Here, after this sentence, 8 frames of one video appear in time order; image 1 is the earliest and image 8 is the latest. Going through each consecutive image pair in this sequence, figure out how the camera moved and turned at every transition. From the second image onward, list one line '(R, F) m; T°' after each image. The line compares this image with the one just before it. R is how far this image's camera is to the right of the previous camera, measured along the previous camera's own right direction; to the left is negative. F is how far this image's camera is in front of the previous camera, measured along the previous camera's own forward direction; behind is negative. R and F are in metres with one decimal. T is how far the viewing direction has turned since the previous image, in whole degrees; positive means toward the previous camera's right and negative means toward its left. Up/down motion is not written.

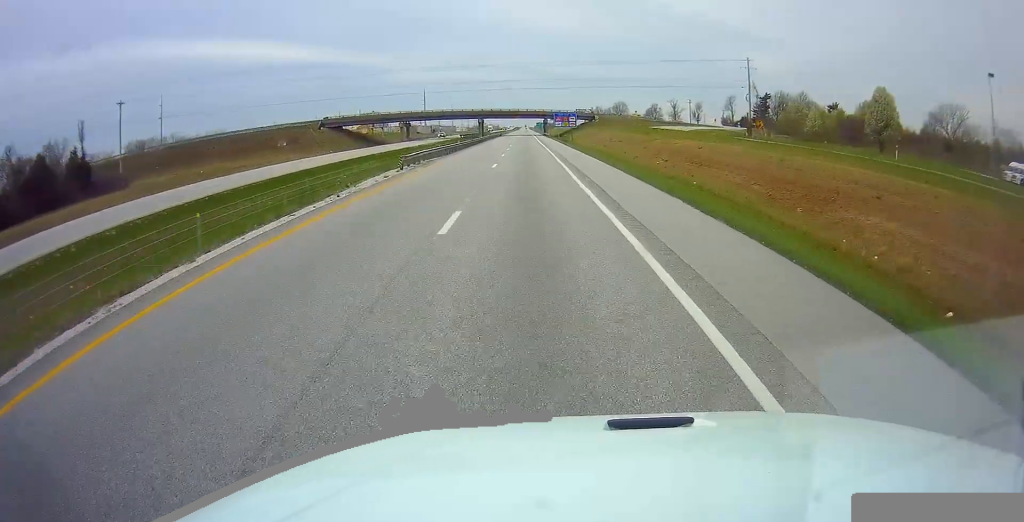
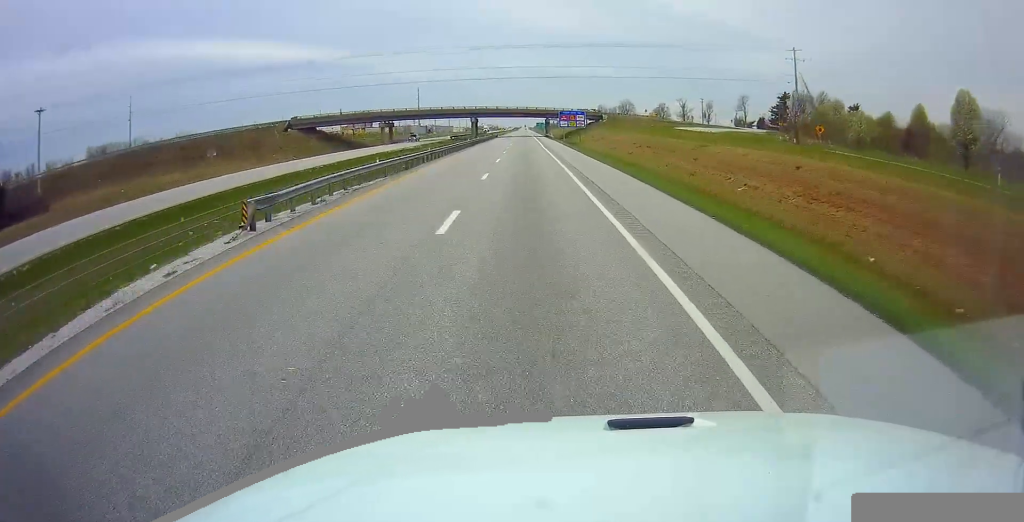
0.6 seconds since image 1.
(-0.2, +18.7) m; 0°
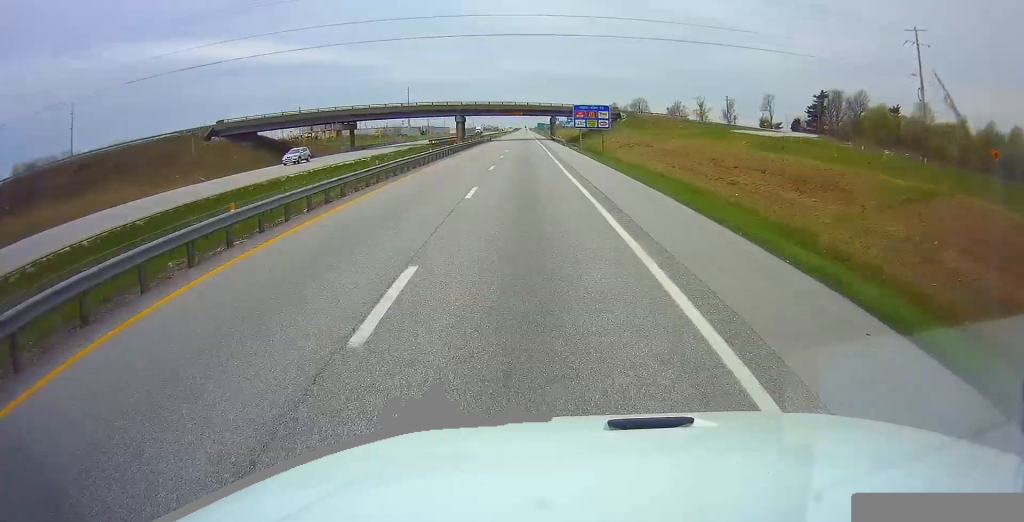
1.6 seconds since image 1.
(0.0, +30.2) m; +1°
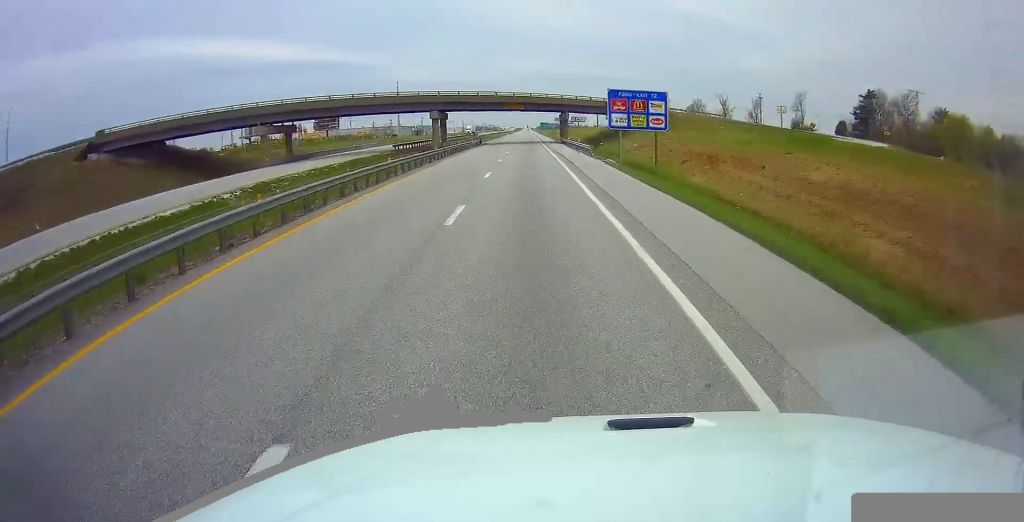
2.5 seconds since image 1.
(+0.5, +29.2) m; 0°
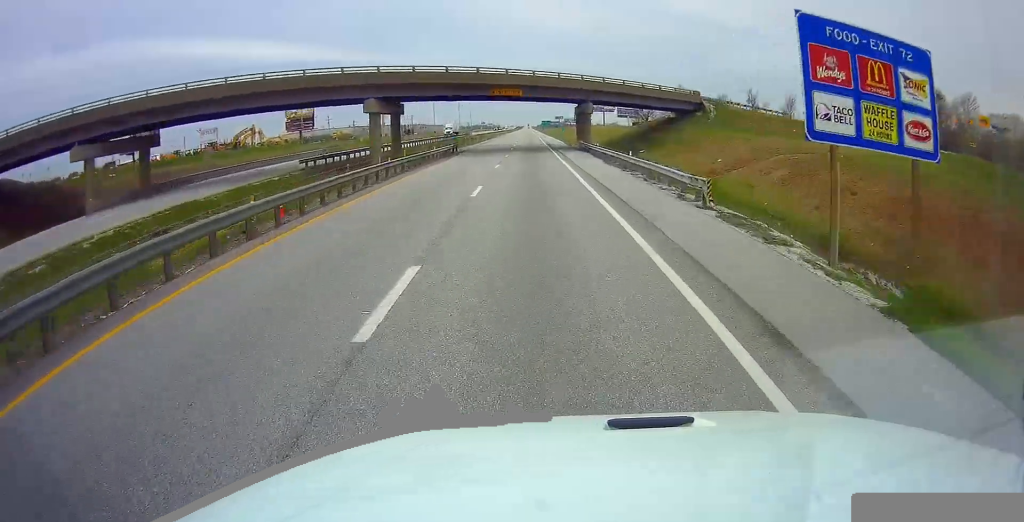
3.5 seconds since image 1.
(-0.5, +31.2) m; -1°
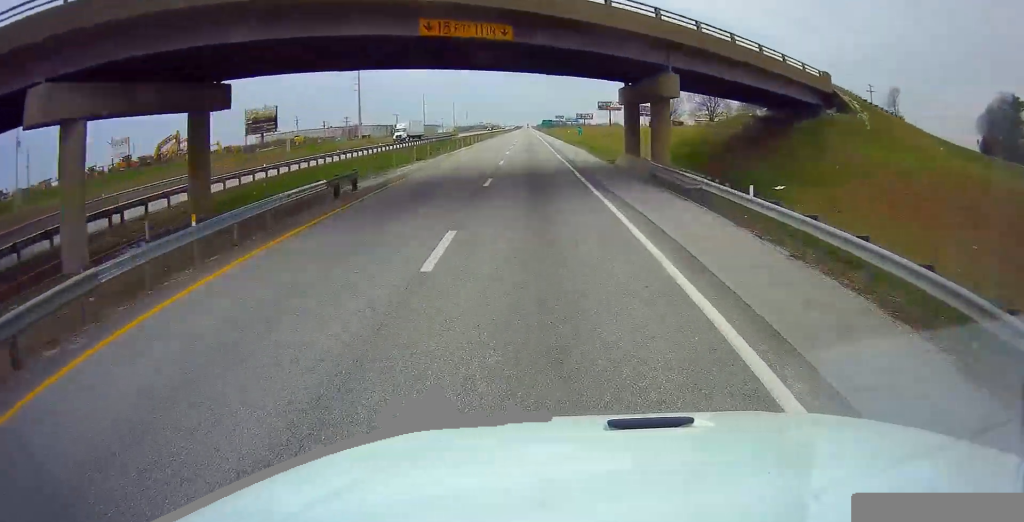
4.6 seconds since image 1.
(0.0, +33.3) m; +1°
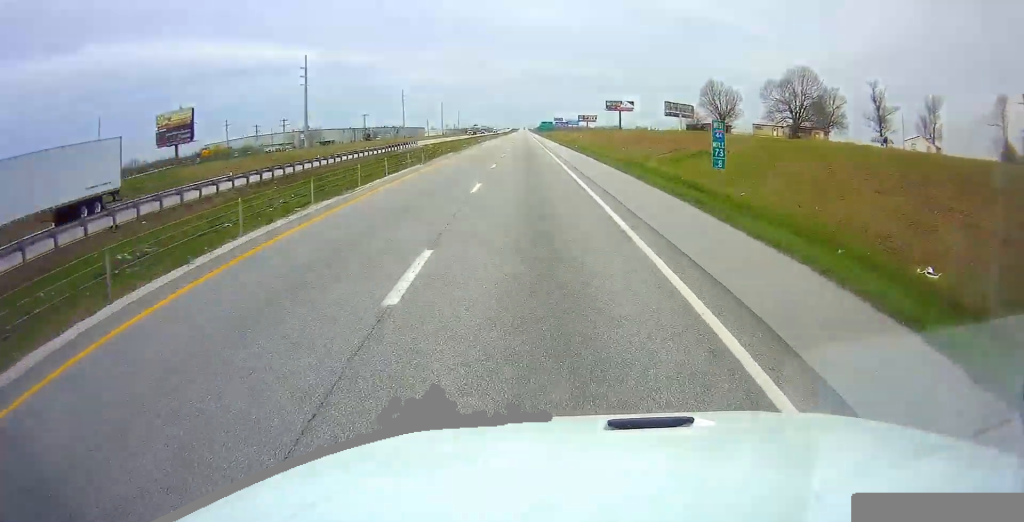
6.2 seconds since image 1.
(+0.2, +49.9) m; -1°
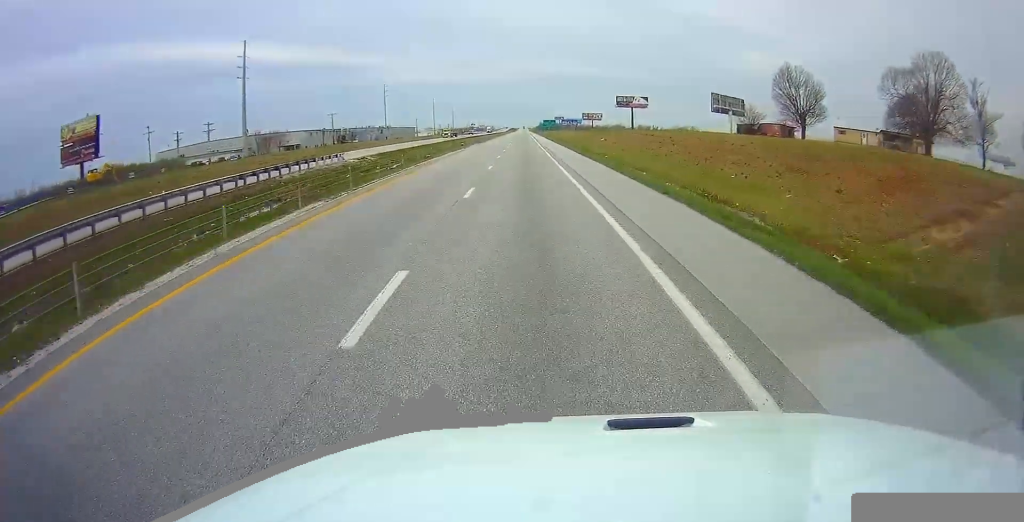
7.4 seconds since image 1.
(-0.2, +37.4) m; 0°
